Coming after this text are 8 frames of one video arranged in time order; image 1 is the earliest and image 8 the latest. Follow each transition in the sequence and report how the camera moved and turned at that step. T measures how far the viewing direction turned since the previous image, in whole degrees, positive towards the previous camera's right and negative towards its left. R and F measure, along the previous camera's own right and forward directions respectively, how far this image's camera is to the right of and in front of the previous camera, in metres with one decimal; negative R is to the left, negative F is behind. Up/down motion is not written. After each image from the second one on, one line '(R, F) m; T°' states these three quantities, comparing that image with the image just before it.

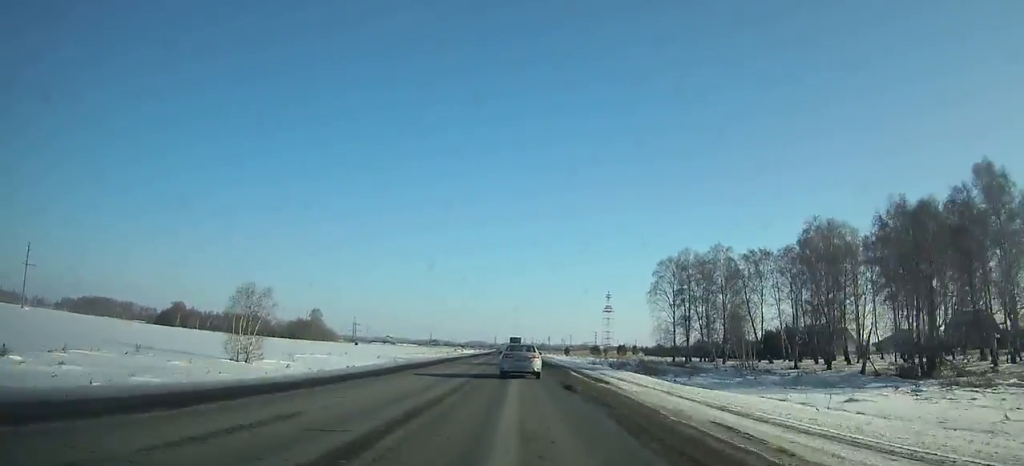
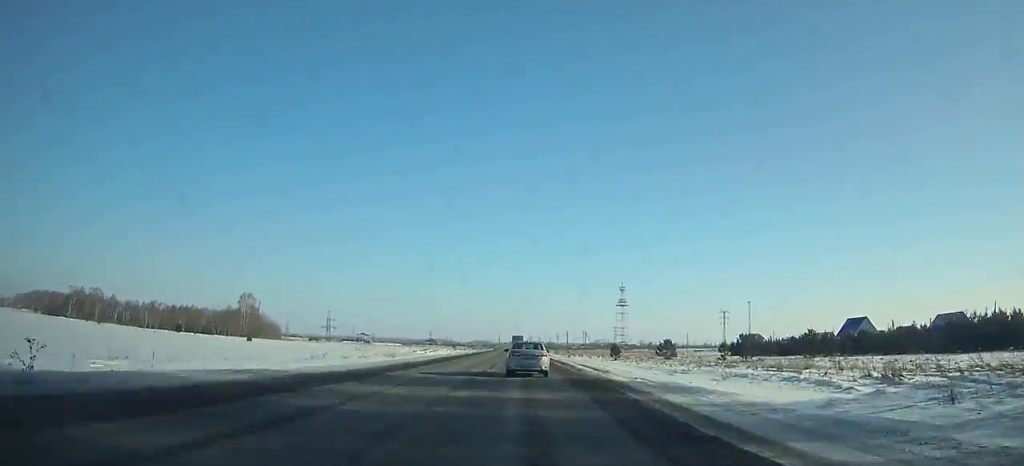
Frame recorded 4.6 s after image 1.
(-0.3, +99.3) m; -1°
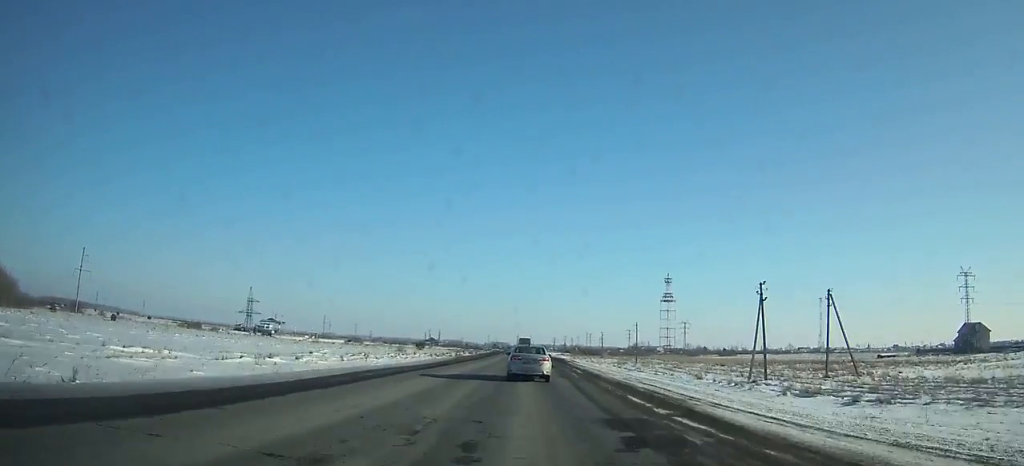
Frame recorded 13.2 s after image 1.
(-1.9, +181.8) m; -1°
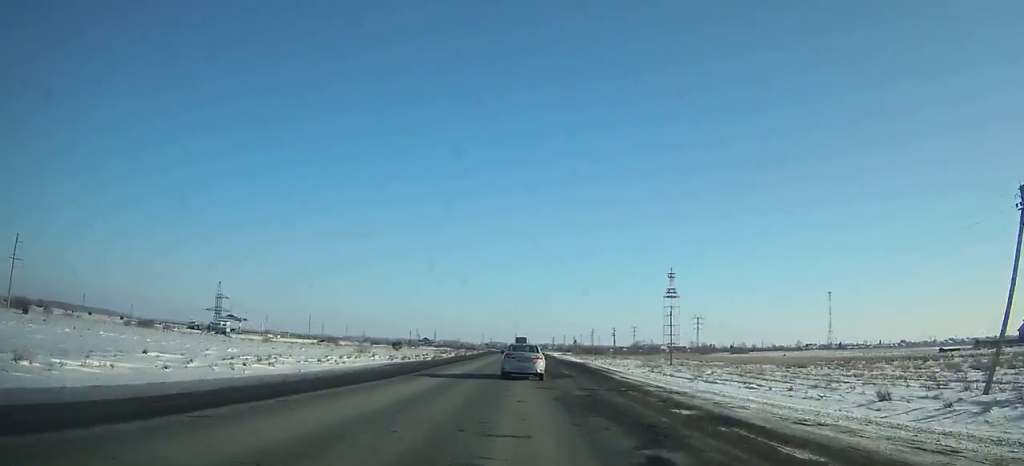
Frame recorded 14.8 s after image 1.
(-0.2, +33.4) m; 0°
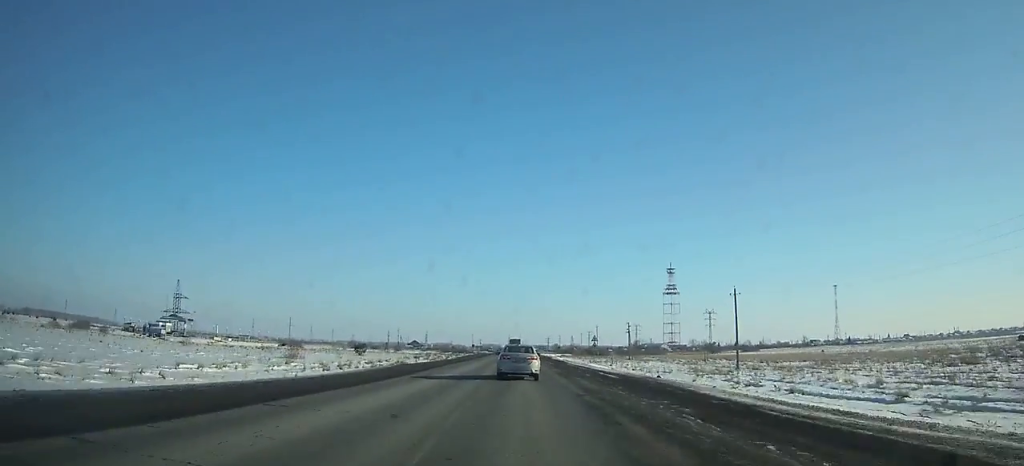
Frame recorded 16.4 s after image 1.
(+0.1, +33.0) m; 0°
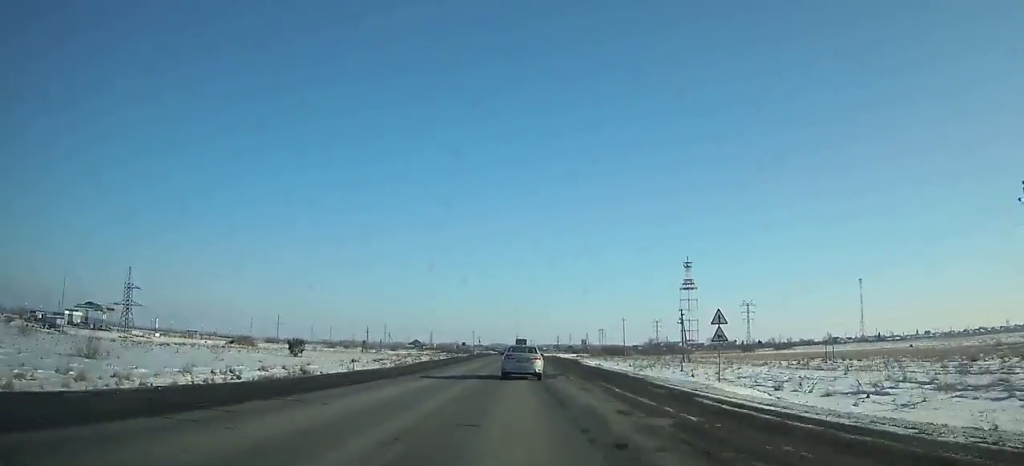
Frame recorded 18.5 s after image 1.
(+0.1, +43.2) m; 0°
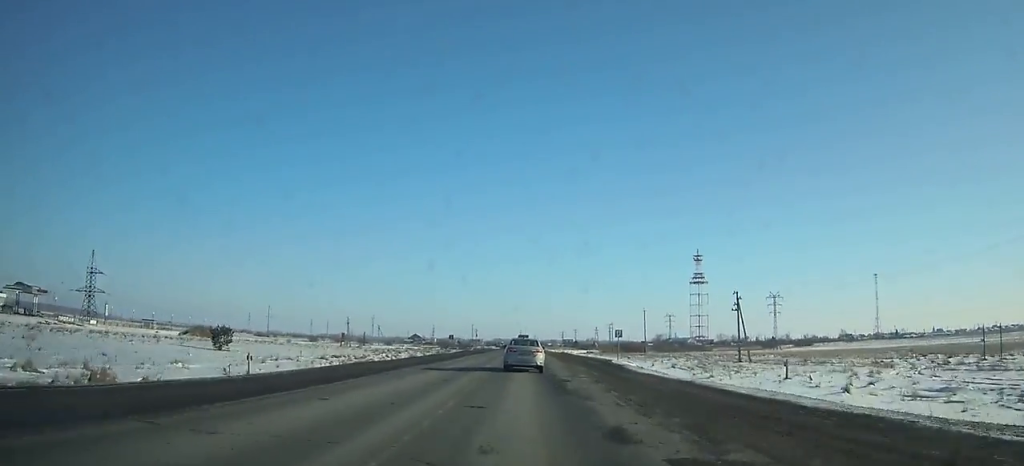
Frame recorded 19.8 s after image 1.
(-0.2, +26.6) m; 0°
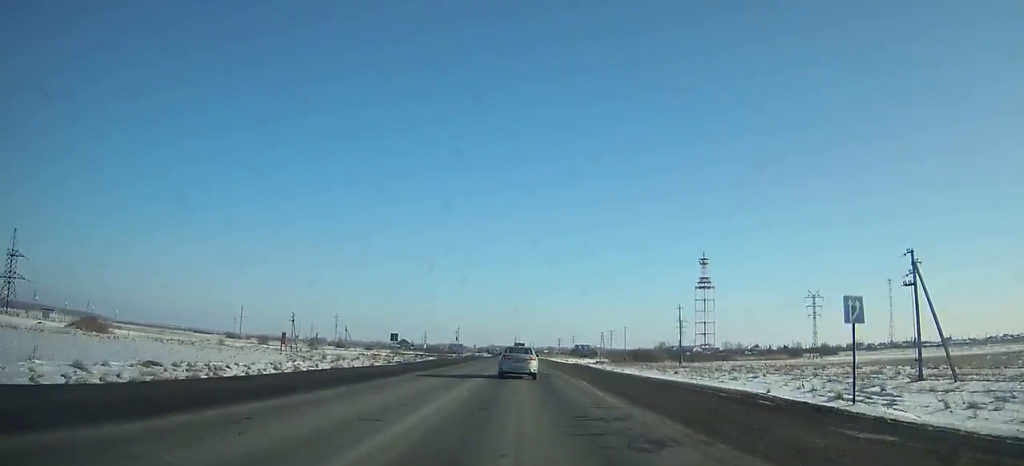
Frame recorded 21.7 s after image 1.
(-0.1, +38.9) m; 0°
